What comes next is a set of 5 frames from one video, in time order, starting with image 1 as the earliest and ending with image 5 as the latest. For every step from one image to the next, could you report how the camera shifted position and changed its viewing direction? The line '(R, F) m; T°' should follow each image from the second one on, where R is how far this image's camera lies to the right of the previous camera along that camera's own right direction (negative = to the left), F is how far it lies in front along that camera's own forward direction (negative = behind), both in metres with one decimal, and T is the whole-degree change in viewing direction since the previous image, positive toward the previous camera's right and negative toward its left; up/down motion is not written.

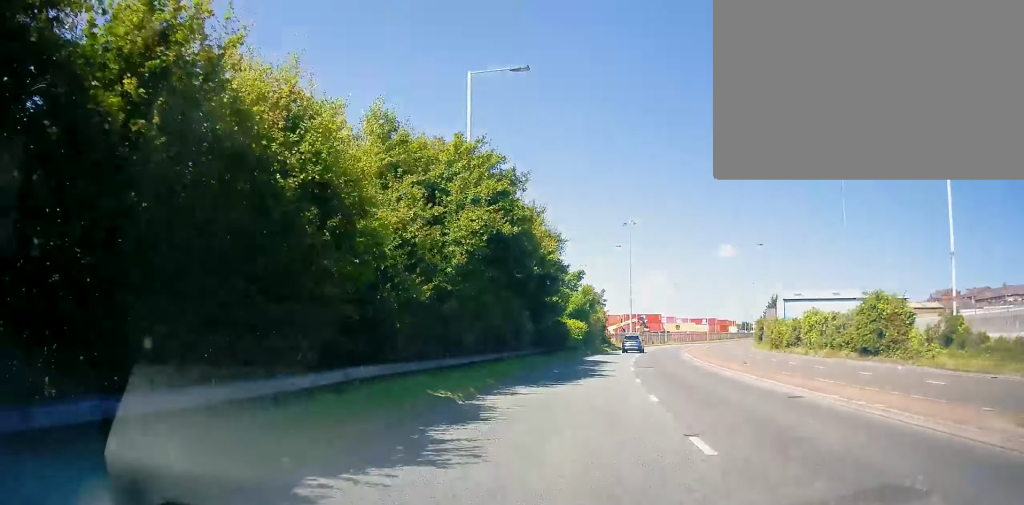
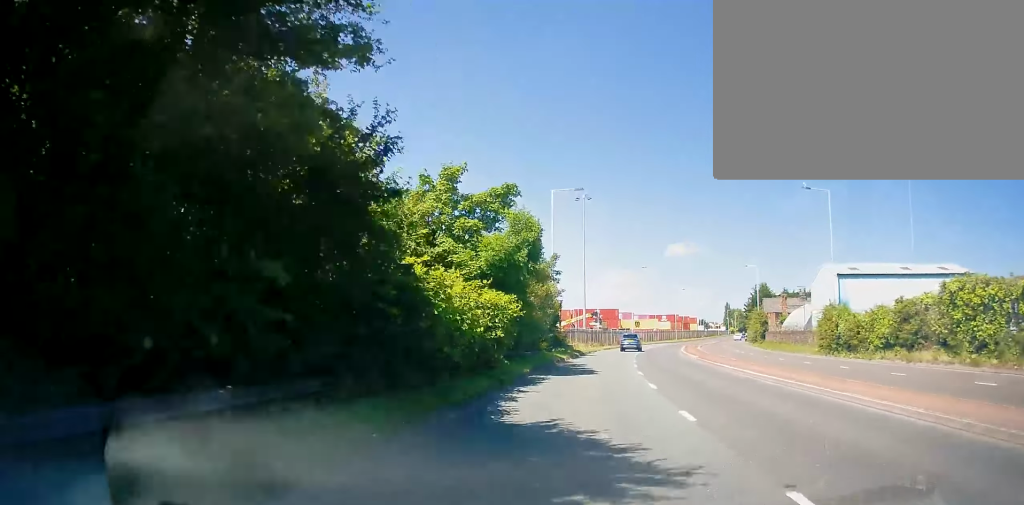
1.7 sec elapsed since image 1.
(+0.7, +27.1) m; +5°
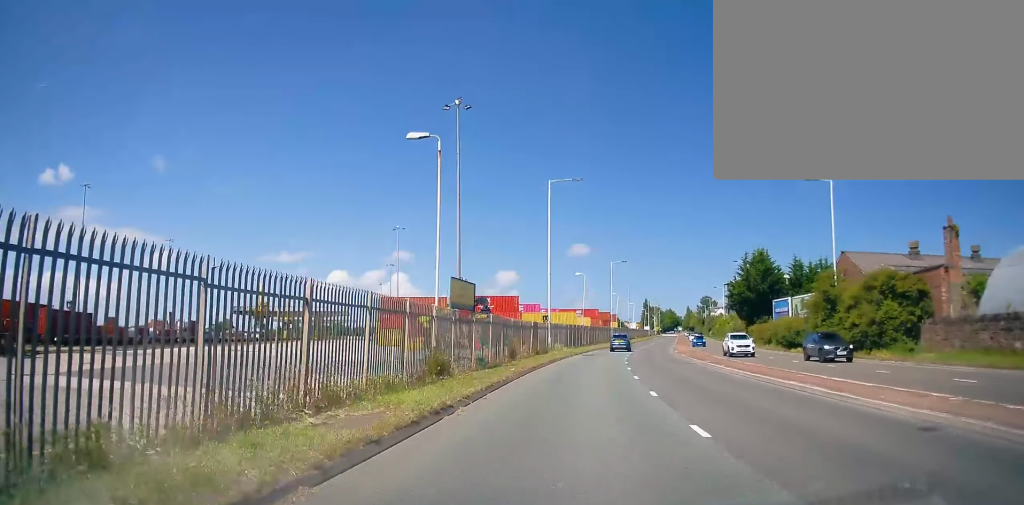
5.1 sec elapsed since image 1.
(+6.1, +53.4) m; +11°
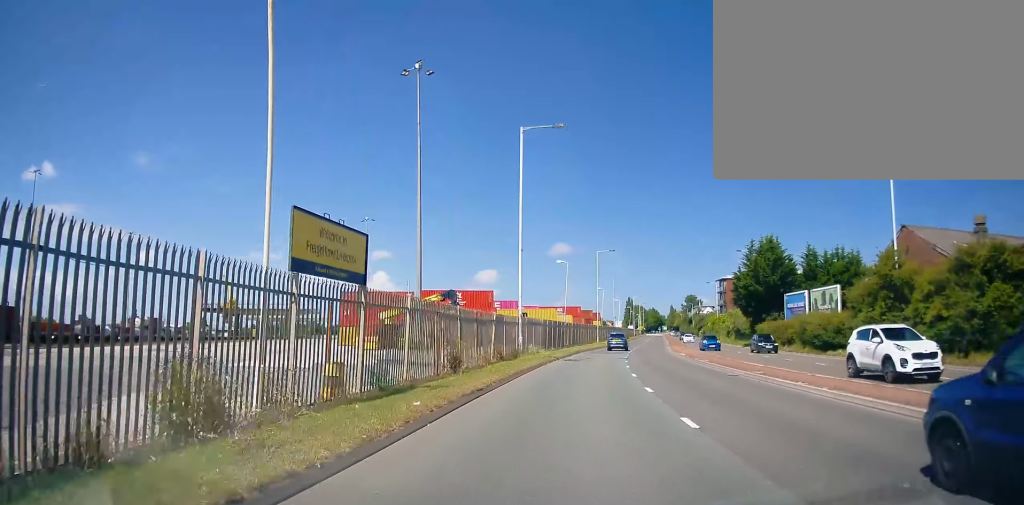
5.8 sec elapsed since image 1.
(-0.1, +10.8) m; +1°
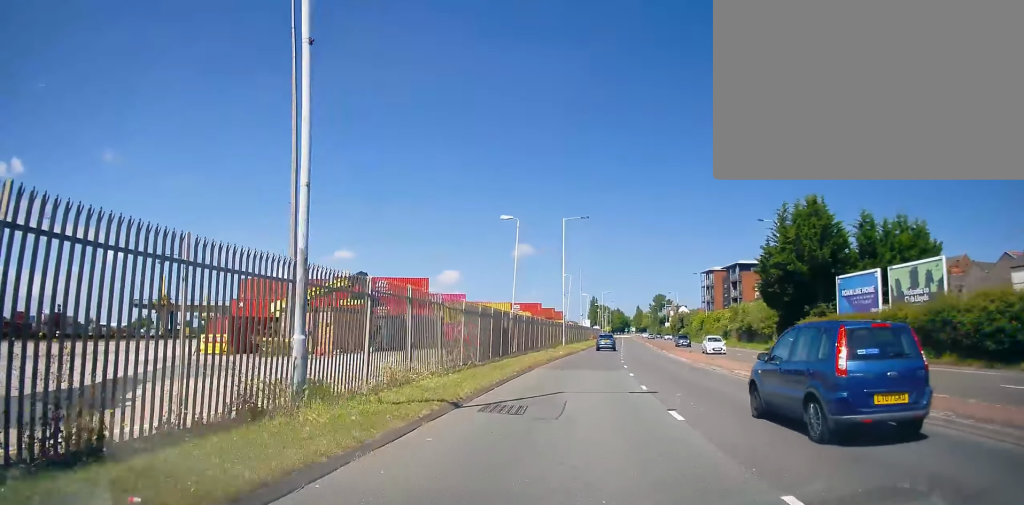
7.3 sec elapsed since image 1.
(+0.6, +22.3) m; +3°
